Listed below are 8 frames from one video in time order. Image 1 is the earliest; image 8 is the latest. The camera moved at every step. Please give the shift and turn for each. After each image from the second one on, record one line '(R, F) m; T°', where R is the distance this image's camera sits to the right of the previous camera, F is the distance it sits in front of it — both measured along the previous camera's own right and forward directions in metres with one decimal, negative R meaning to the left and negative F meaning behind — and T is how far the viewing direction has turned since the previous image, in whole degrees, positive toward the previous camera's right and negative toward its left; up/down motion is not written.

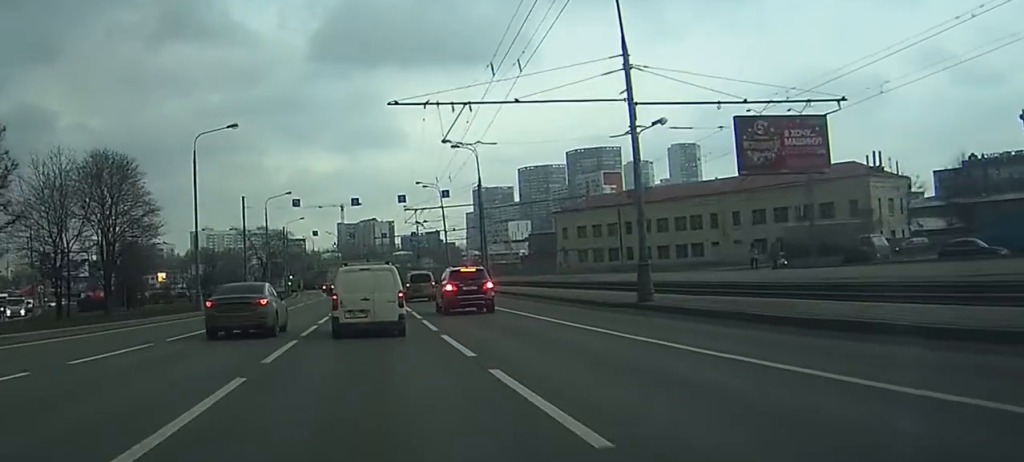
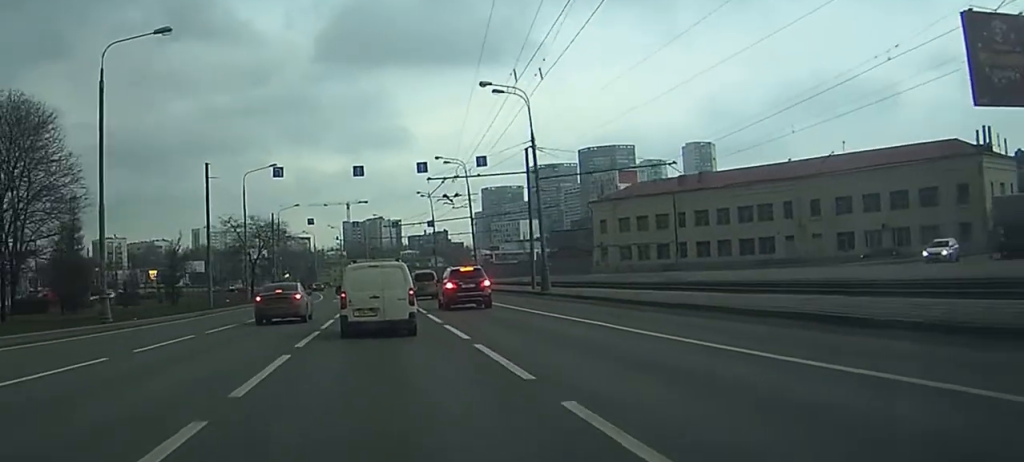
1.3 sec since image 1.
(-0.4, +21.1) m; -1°
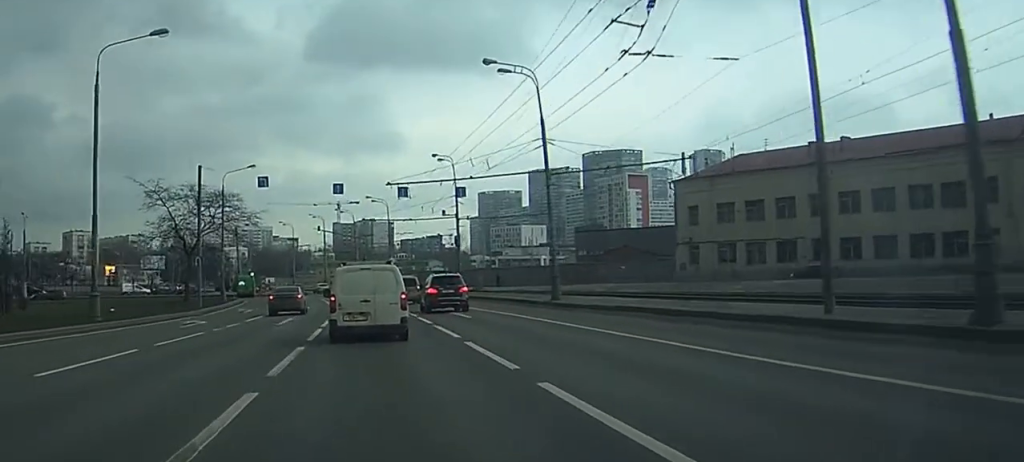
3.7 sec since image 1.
(+0.1, +38.2) m; 0°
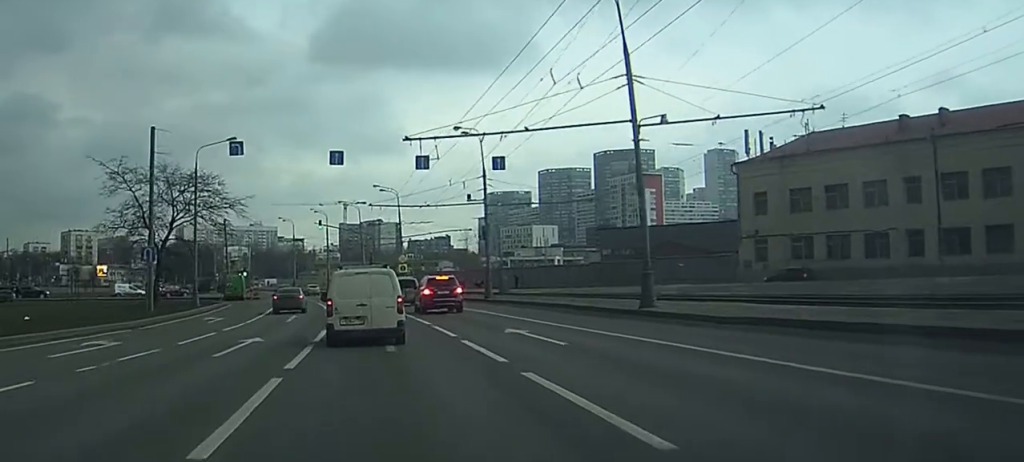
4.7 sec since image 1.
(0.0, +14.3) m; 0°
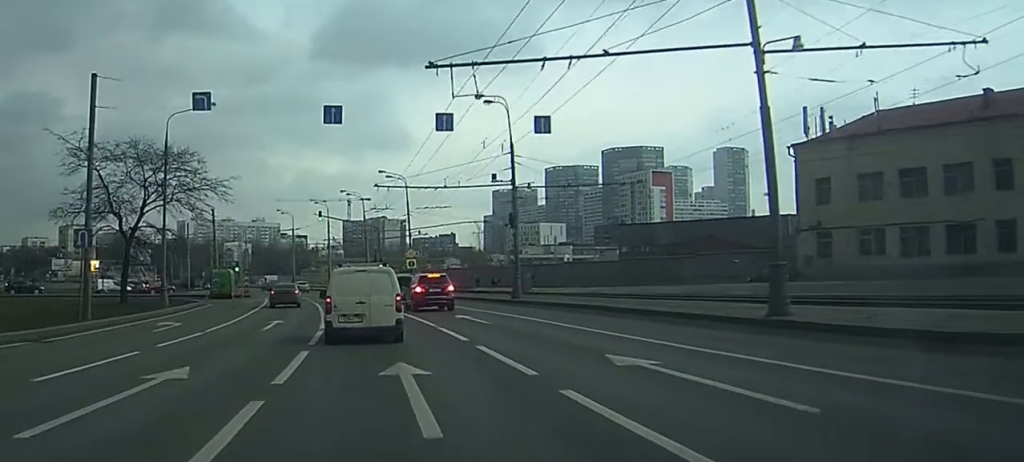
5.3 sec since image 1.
(0.0, +10.2) m; 0°
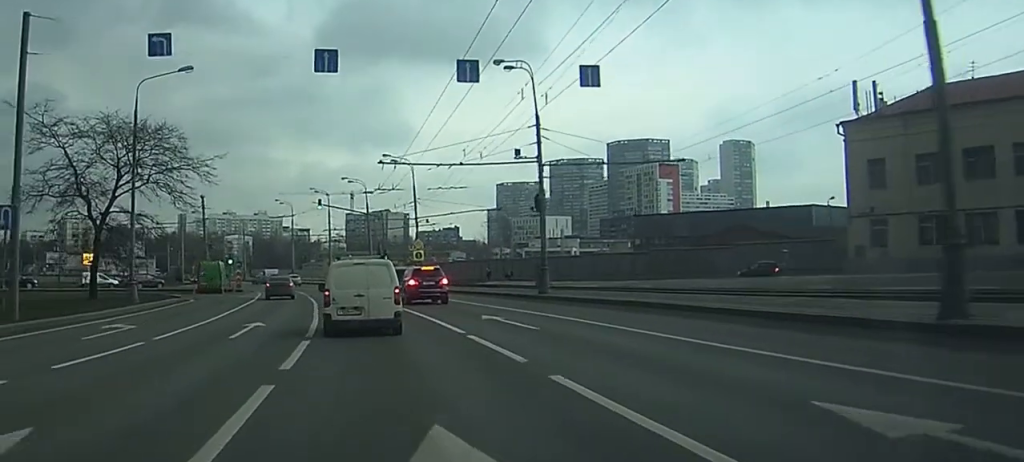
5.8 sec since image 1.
(0.0, +7.1) m; 0°
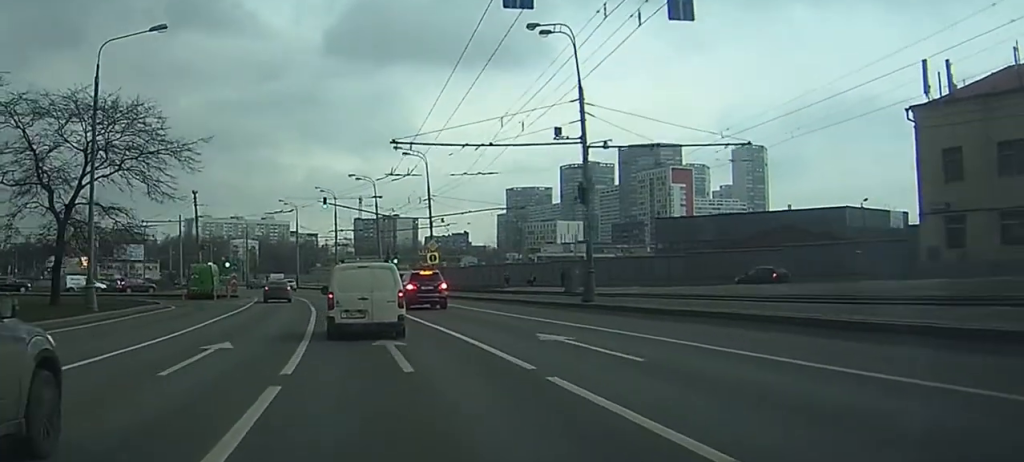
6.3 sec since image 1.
(0.0, +7.6) m; 0°
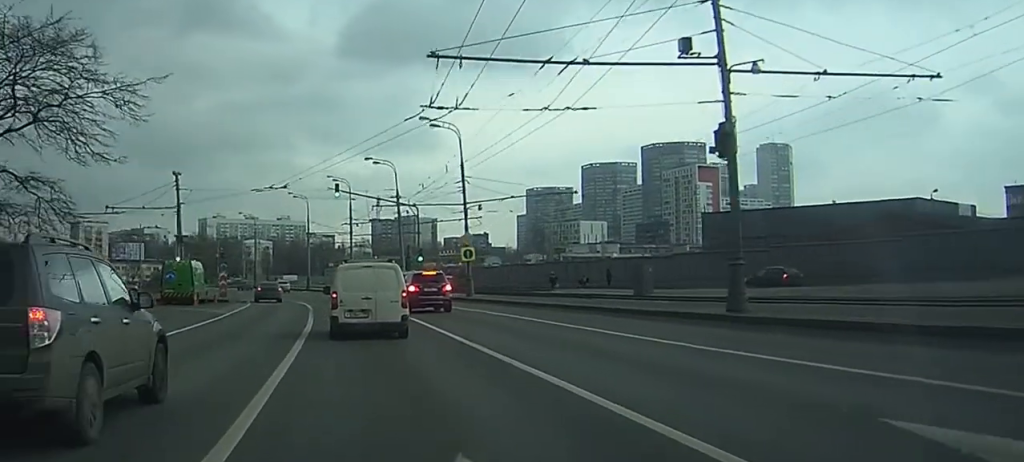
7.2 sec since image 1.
(0.0, +13.7) m; -2°
